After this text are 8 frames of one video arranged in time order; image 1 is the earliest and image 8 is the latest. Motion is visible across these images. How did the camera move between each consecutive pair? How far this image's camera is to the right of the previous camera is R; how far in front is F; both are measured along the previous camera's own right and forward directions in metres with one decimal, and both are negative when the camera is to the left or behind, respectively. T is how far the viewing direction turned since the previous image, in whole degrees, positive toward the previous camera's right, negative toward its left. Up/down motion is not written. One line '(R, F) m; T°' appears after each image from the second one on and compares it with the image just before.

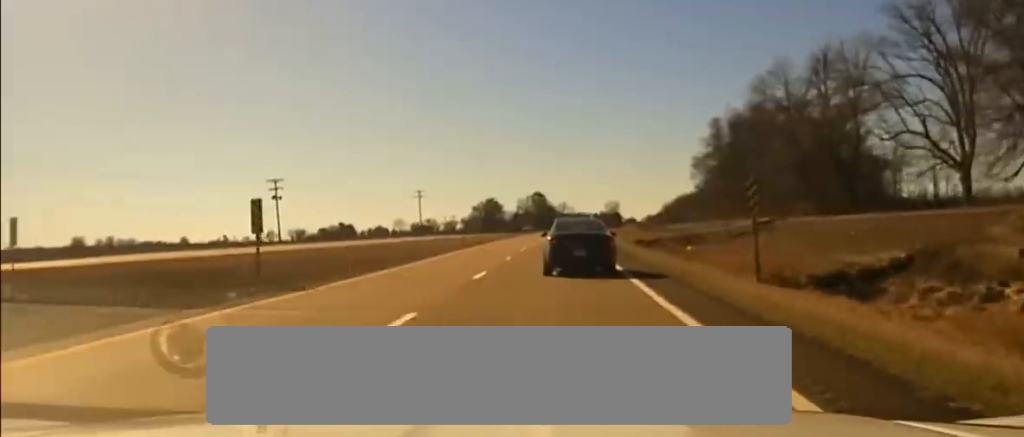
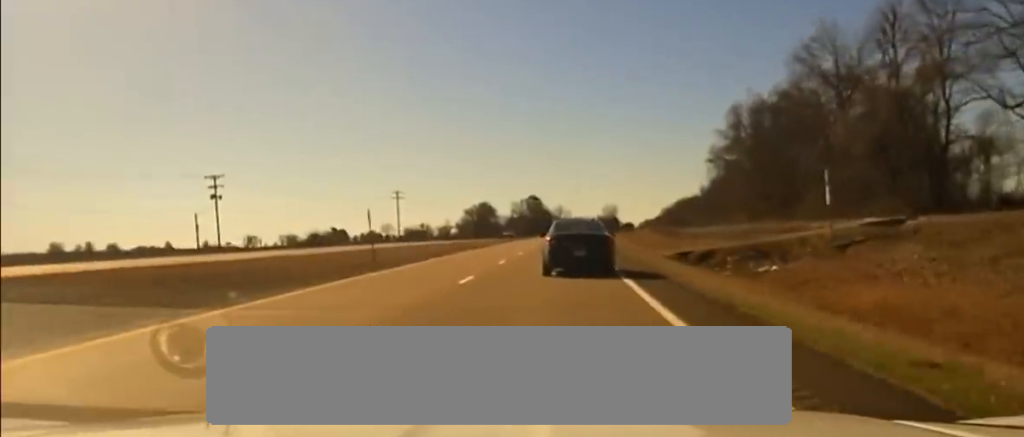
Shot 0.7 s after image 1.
(+0.1, +25.7) m; 0°
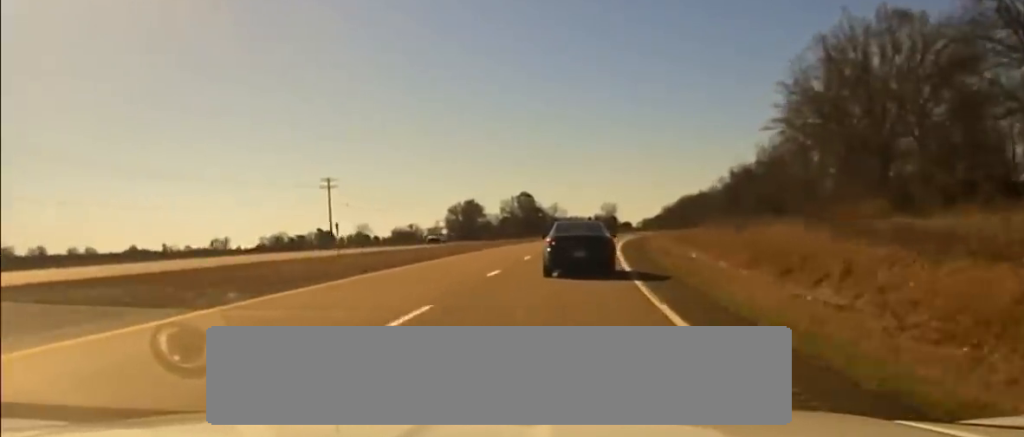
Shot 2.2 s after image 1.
(-0.1, +57.6) m; 0°
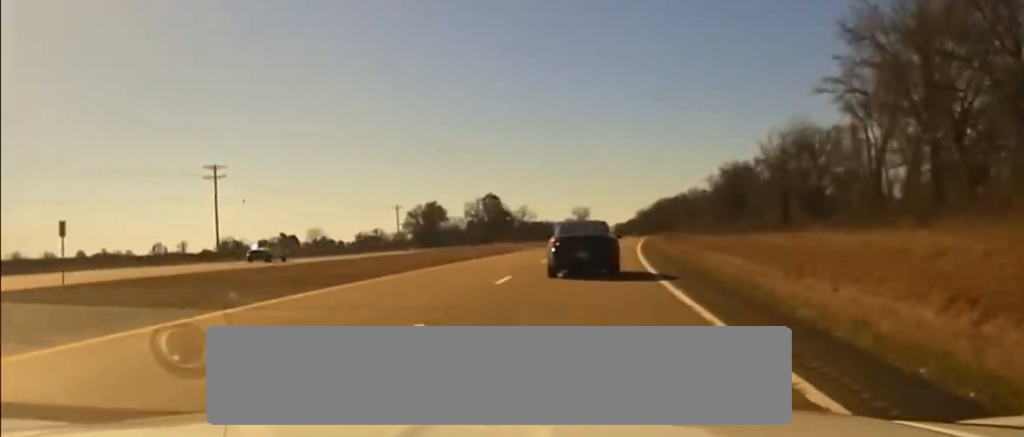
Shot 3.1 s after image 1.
(+0.3, +37.6) m; +1°
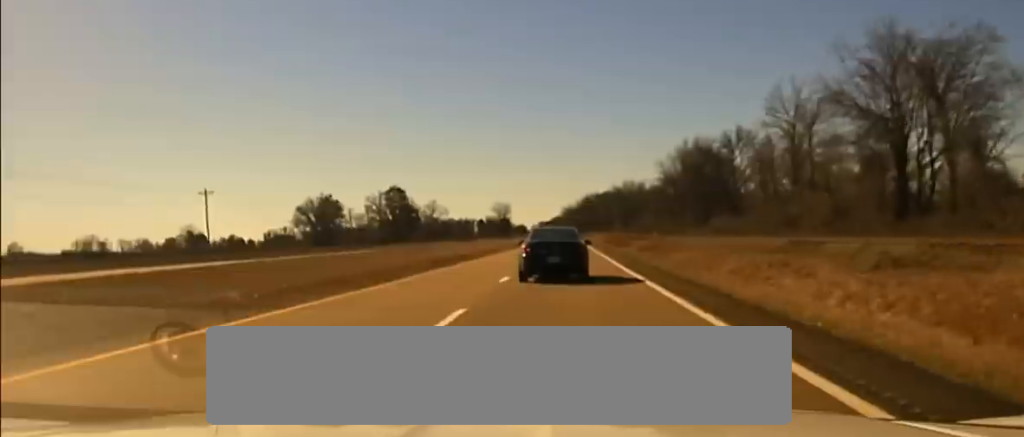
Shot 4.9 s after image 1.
(+2.8, +69.7) m; +5°
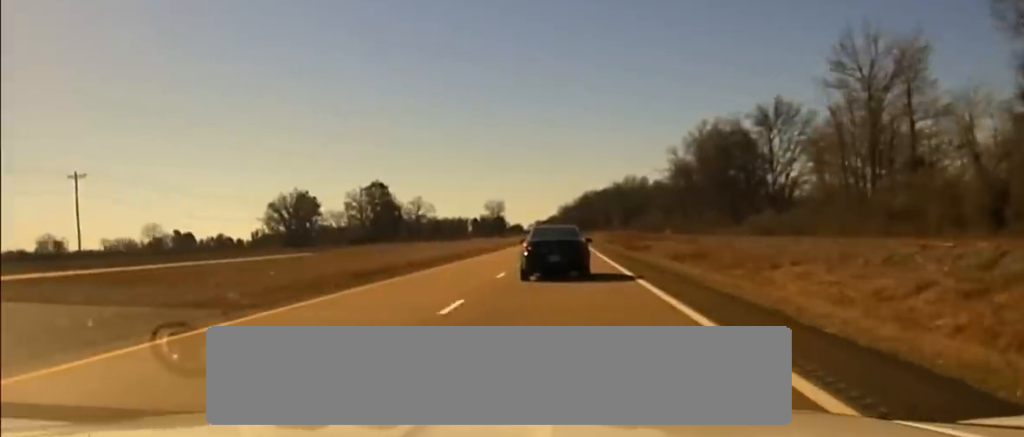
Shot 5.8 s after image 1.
(+1.0, +37.3) m; +2°
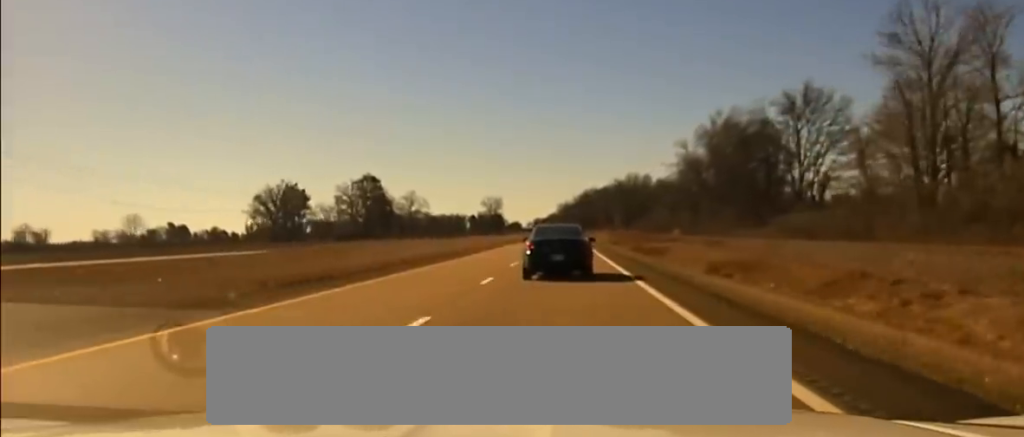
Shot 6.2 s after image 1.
(0.0, +16.7) m; 0°
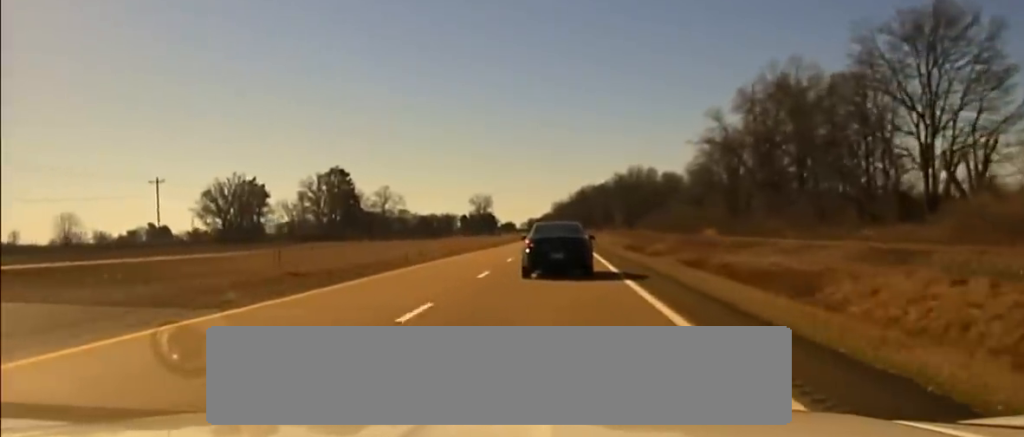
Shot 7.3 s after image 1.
(+0.3, +47.5) m; 0°
